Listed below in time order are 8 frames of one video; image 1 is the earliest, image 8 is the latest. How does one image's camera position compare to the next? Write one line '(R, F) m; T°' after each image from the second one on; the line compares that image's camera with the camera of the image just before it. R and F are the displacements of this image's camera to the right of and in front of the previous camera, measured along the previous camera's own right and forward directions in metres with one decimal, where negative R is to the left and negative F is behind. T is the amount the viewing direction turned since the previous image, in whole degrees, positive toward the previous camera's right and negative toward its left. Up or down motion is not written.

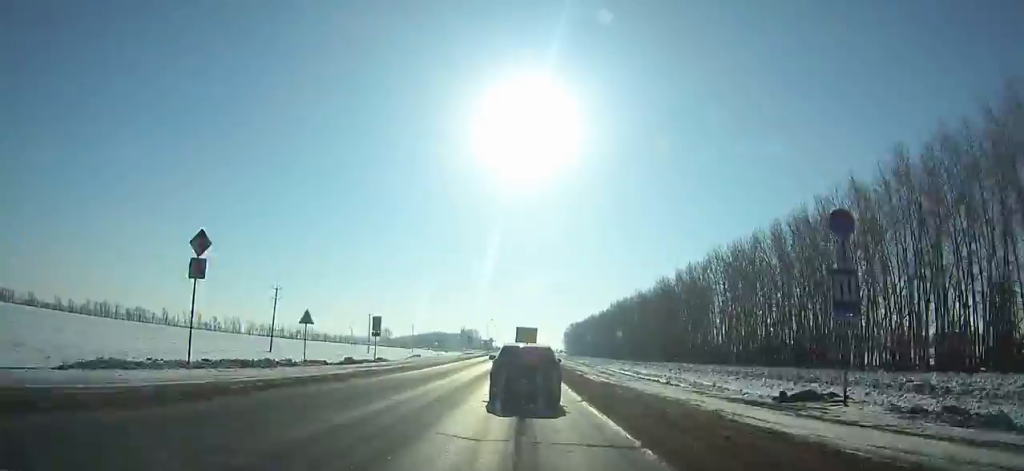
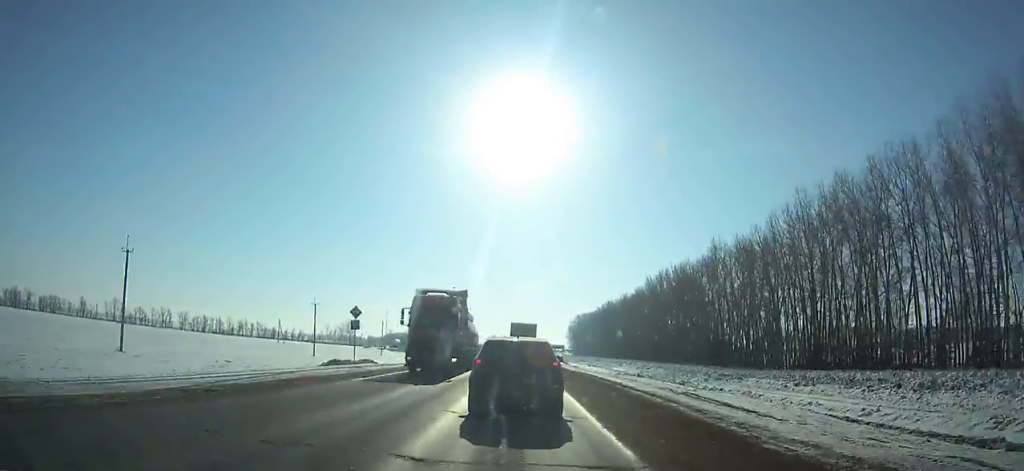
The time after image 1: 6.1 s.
(0.0, +83.3) m; 0°
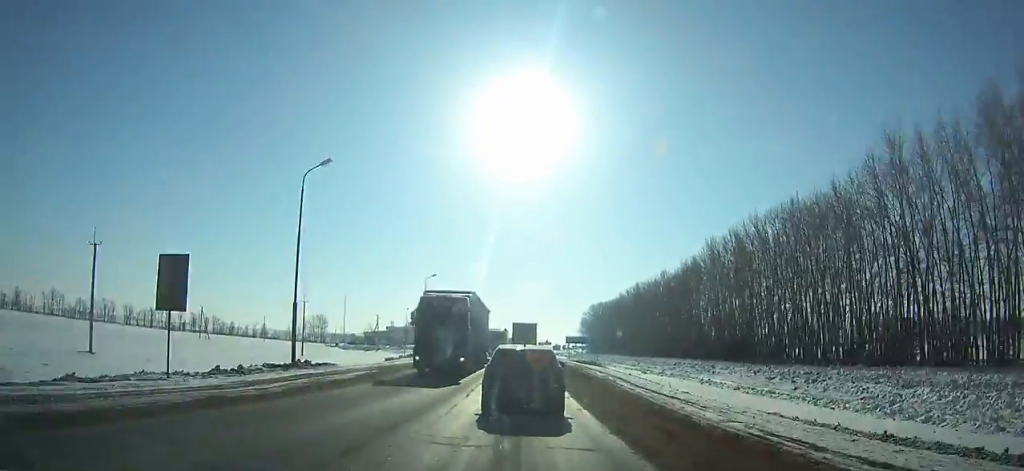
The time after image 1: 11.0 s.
(-0.1, +60.7) m; 0°
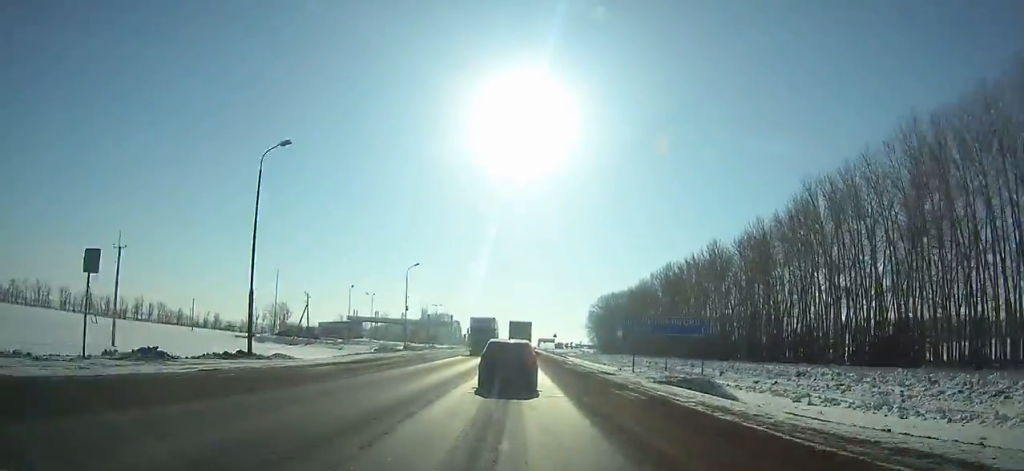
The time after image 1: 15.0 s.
(+0.1, +49.6) m; 0°
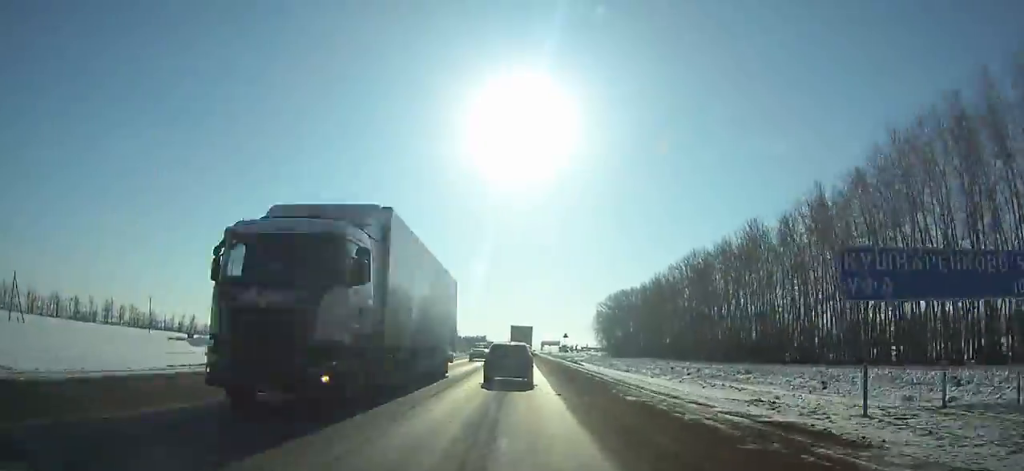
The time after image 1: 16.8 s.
(+0.1, +23.3) m; 0°
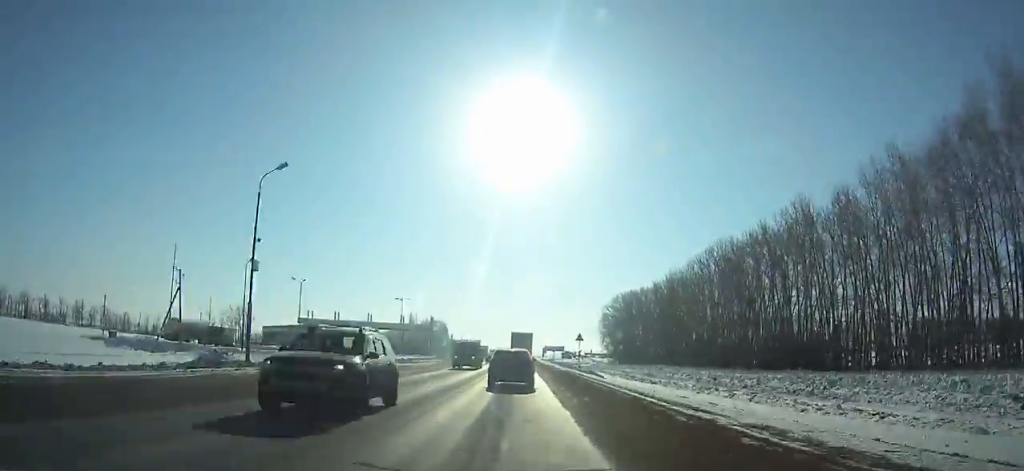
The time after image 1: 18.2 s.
(+0.1, +18.3) m; 0°
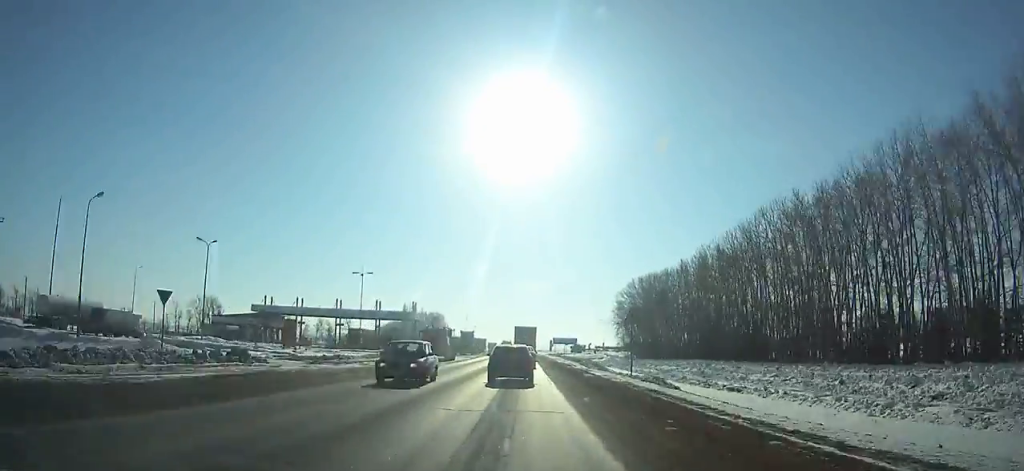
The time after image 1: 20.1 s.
(0.0, +25.6) m; 0°
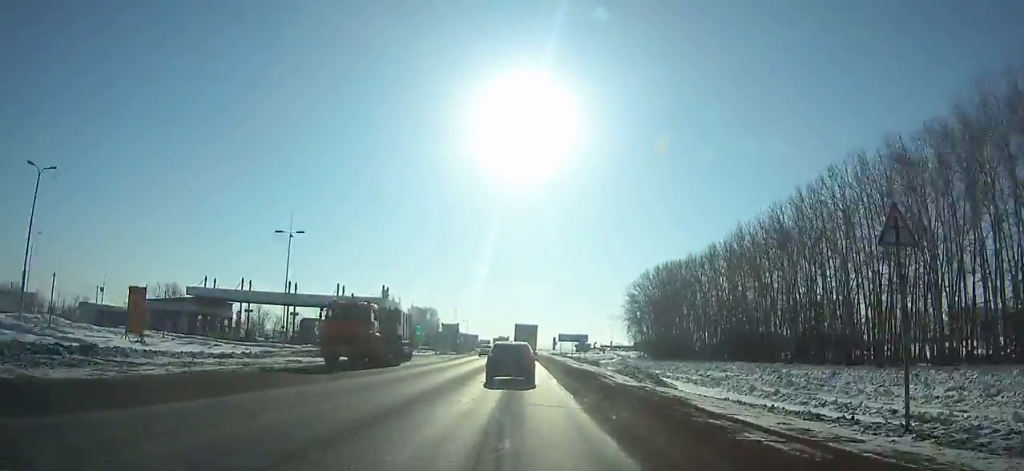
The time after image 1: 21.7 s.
(0.0, +21.6) m; 0°
